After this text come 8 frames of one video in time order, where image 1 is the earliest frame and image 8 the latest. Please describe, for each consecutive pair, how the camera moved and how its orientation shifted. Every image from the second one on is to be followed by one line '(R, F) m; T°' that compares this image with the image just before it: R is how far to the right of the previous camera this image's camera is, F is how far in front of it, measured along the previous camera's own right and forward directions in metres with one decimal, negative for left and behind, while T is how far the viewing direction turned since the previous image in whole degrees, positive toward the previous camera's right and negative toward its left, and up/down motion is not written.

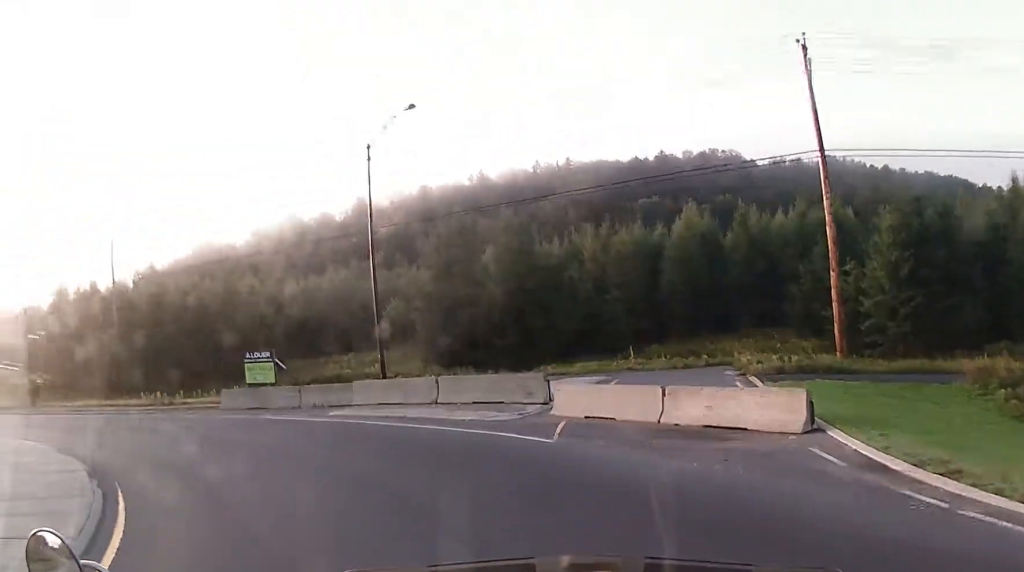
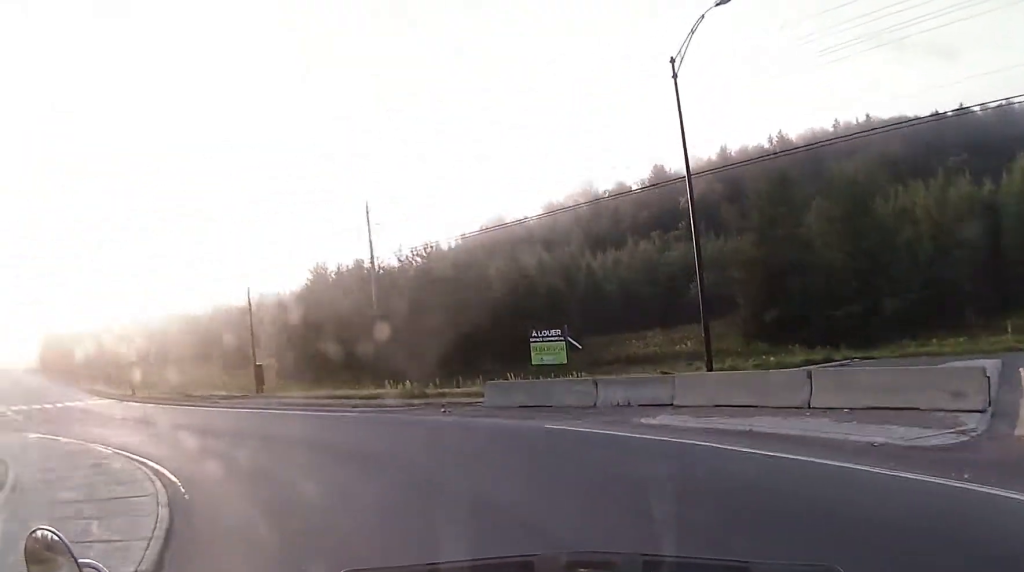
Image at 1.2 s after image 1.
(0.0, +7.8) m; -4°
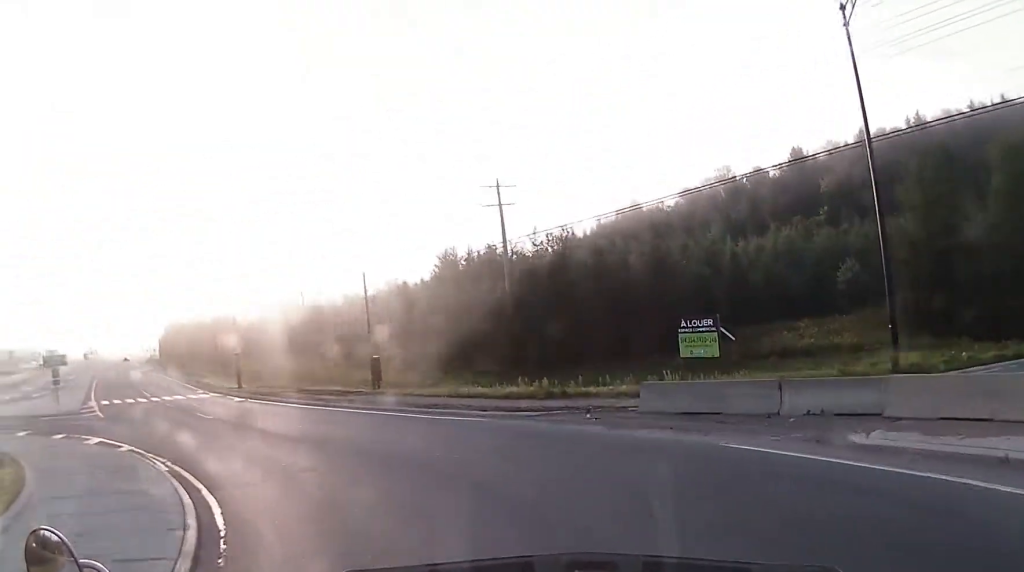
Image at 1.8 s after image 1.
(+0.1, +3.6) m; -7°
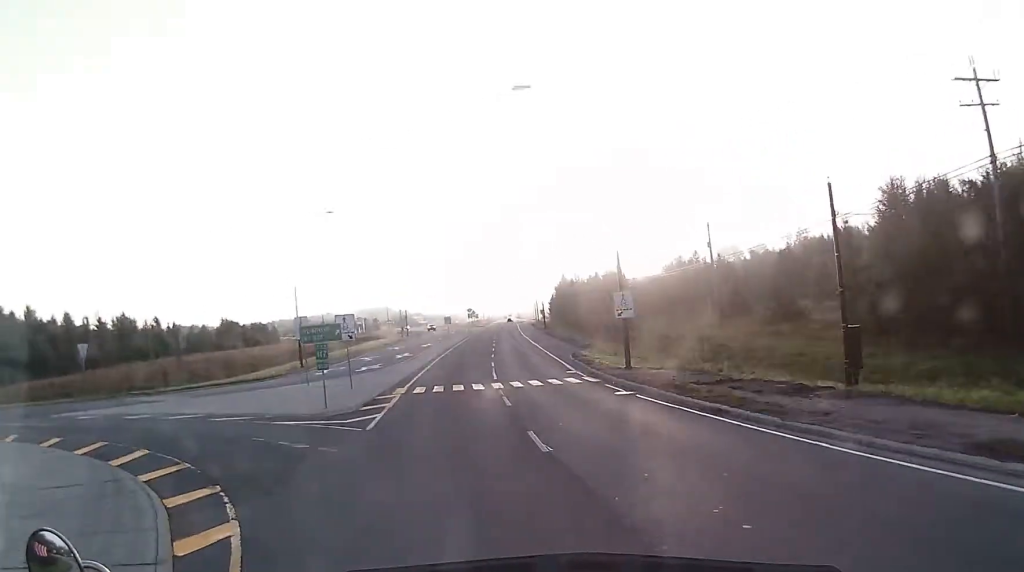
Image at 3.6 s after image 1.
(-6.3, +9.7) m; -56°
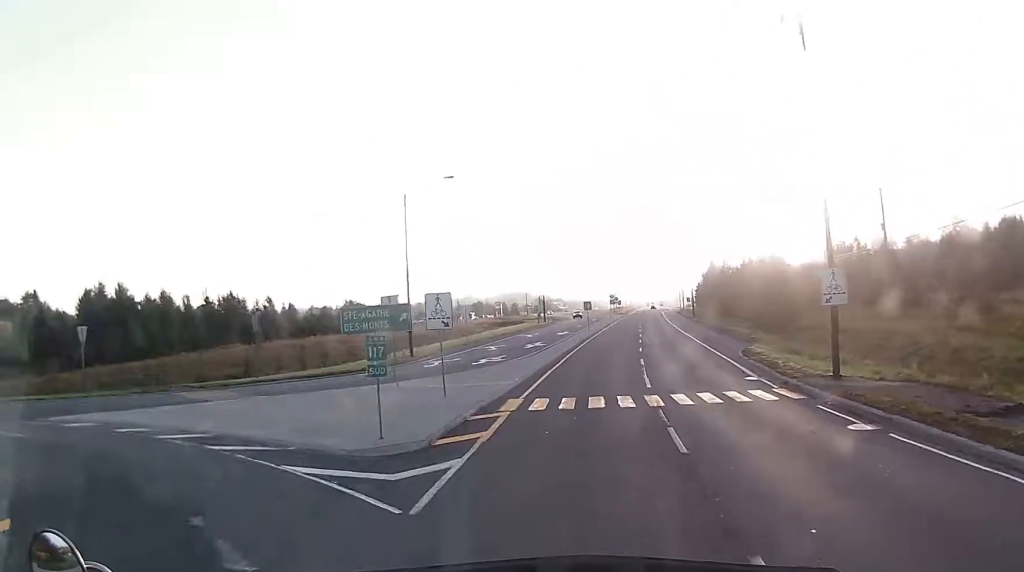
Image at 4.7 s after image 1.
(-0.6, +9.7) m; -6°
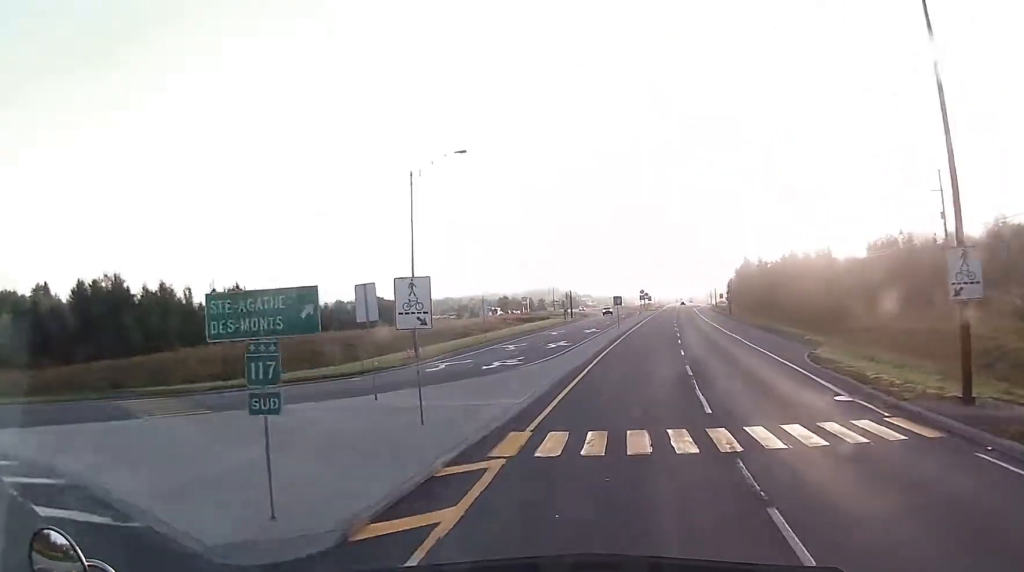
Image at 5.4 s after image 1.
(-0.2, +7.0) m; -2°
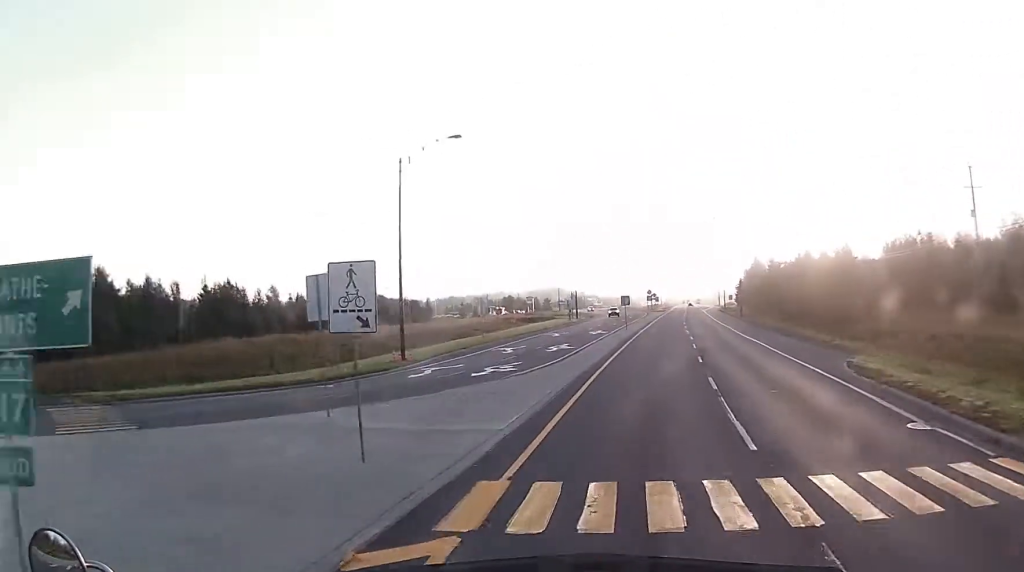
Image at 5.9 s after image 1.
(0.0, +4.5) m; -1°
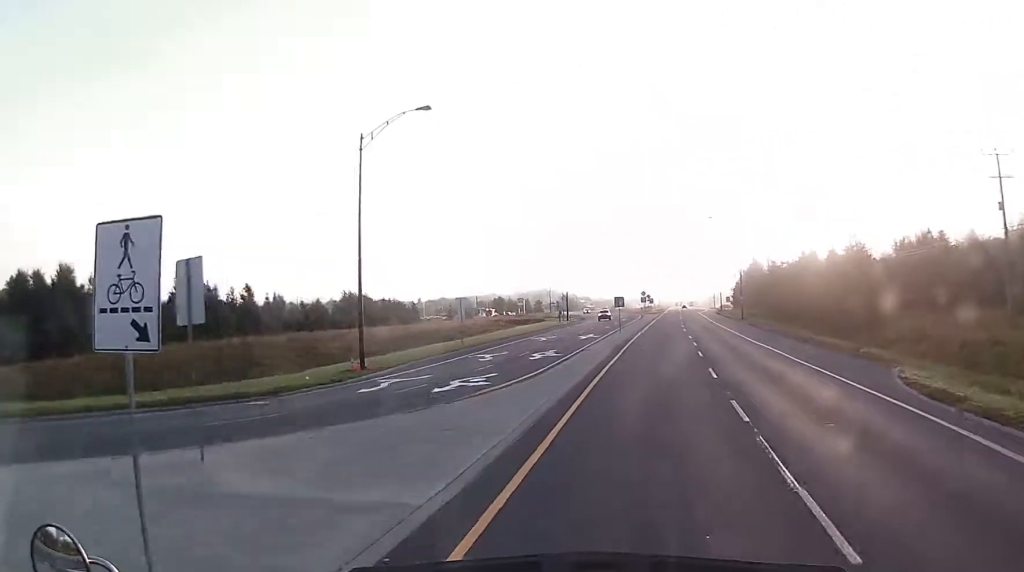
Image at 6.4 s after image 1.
(0.0, +5.8) m; -1°
